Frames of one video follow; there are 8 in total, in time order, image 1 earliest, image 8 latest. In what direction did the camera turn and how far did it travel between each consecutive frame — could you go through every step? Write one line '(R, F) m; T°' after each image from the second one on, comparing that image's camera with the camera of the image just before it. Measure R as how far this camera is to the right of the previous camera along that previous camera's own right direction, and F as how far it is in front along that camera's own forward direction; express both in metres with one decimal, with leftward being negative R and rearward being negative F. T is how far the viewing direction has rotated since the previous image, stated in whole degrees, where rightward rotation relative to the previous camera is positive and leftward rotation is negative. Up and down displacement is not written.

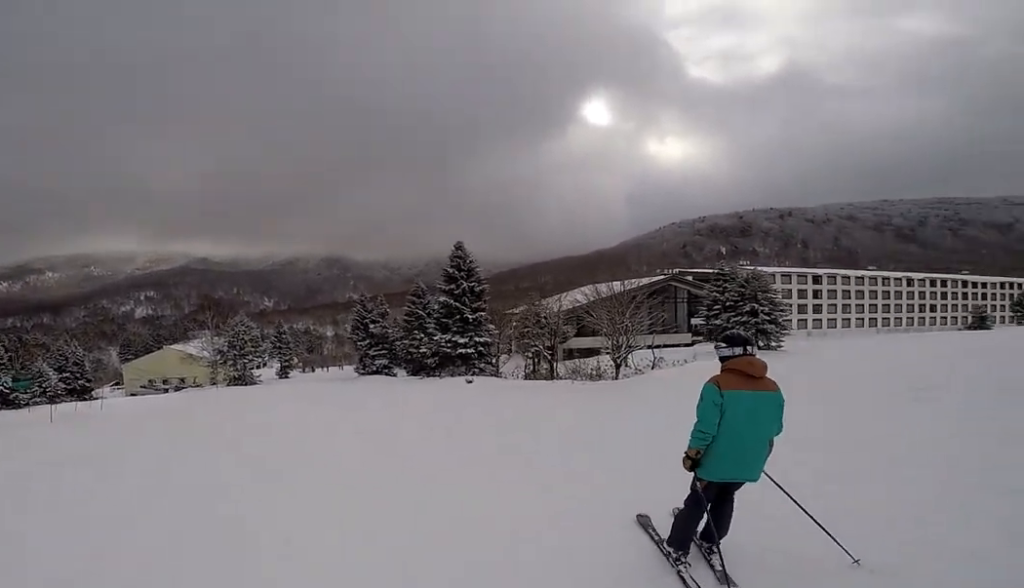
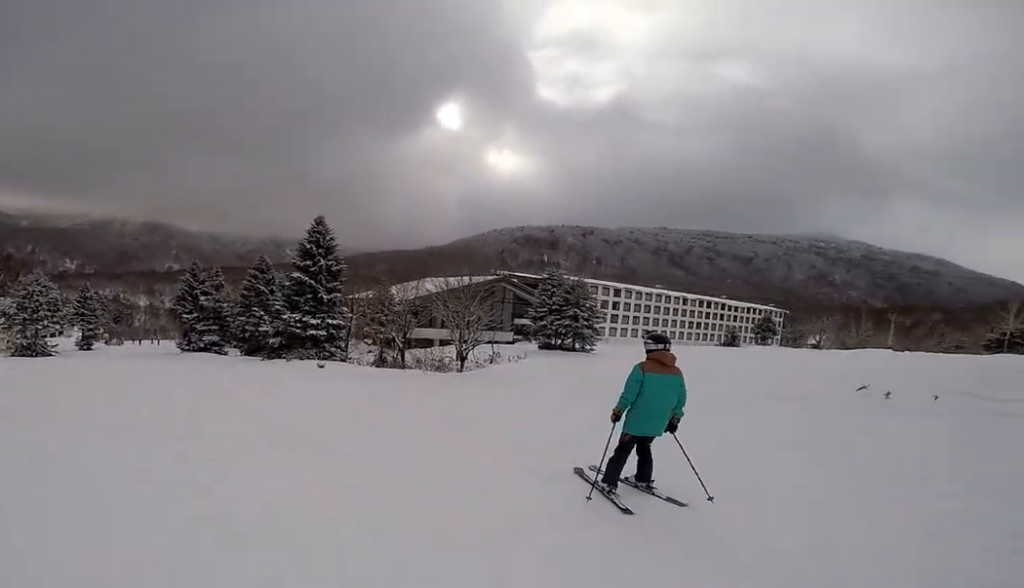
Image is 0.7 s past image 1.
(-1.3, +2.9) m; +14°
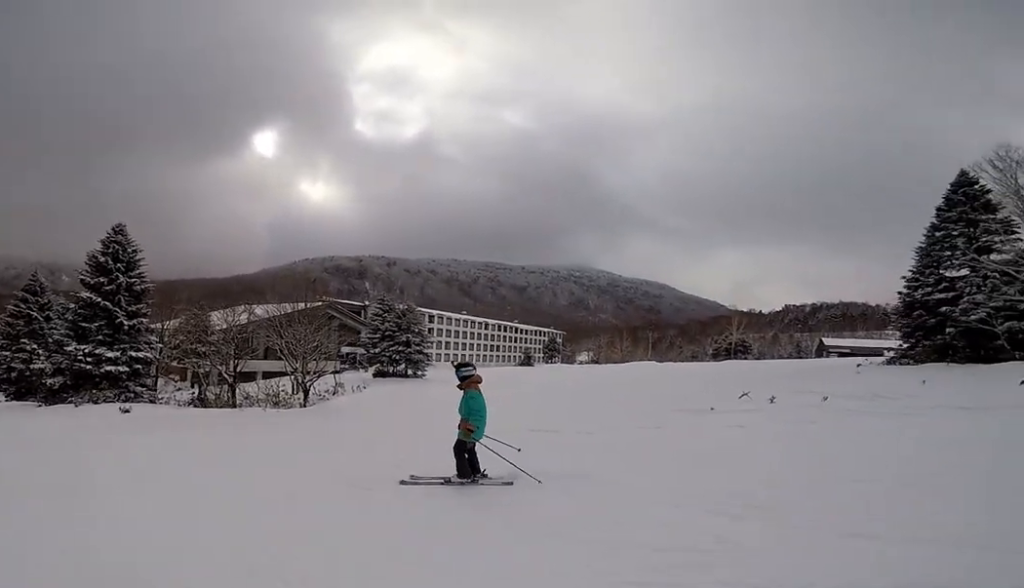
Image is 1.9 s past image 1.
(+2.5, +3.2) m; +49°
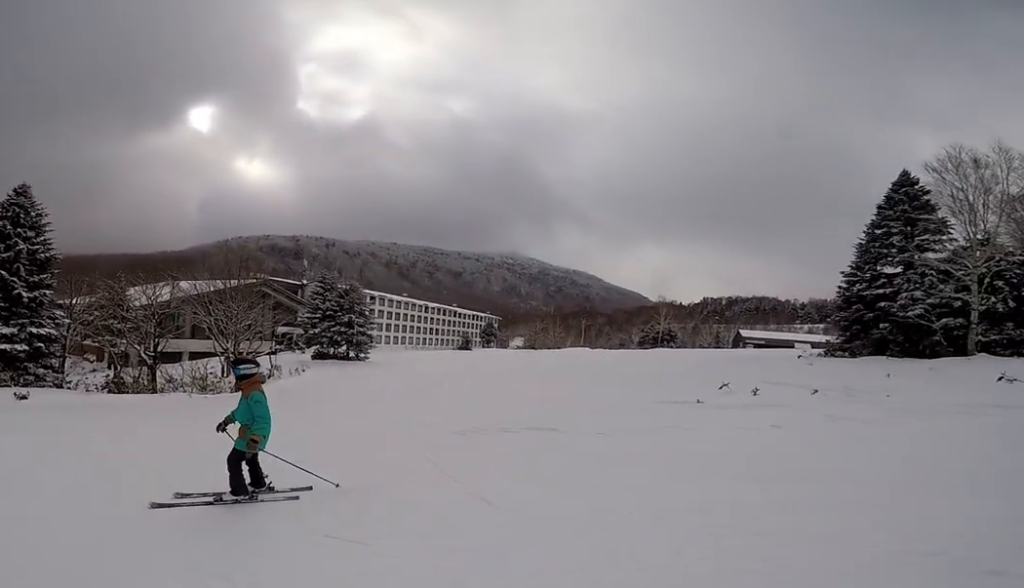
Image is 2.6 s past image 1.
(+0.2, +3.0) m; -7°
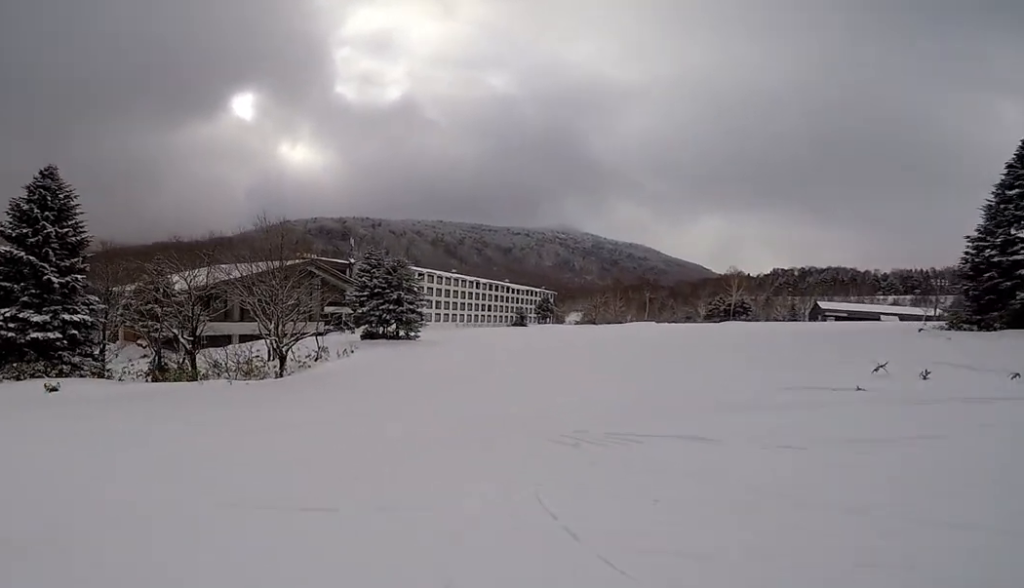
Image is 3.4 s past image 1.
(-0.4, +3.3) m; -7°
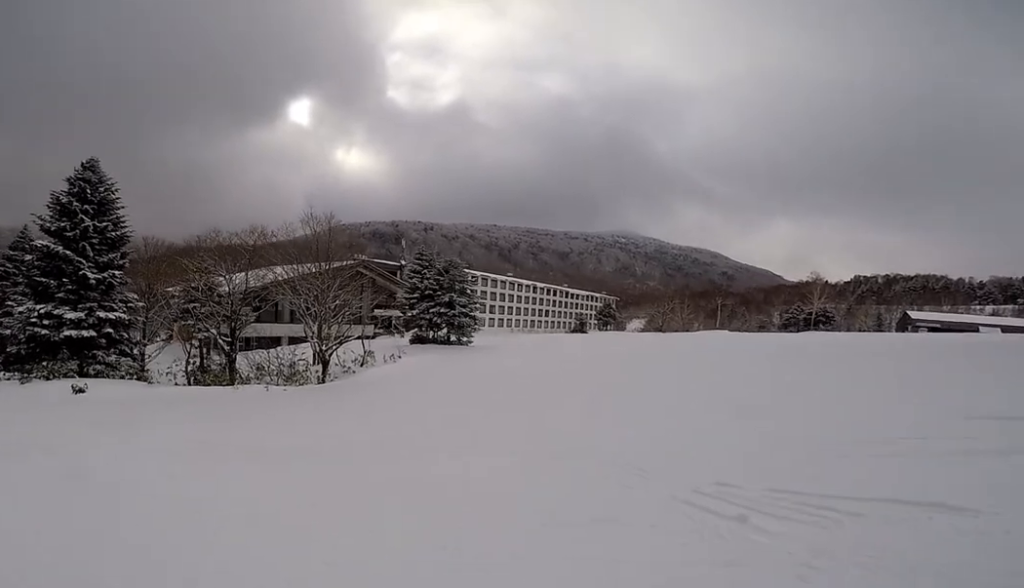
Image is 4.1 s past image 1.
(-0.4, +2.8) m; -3°
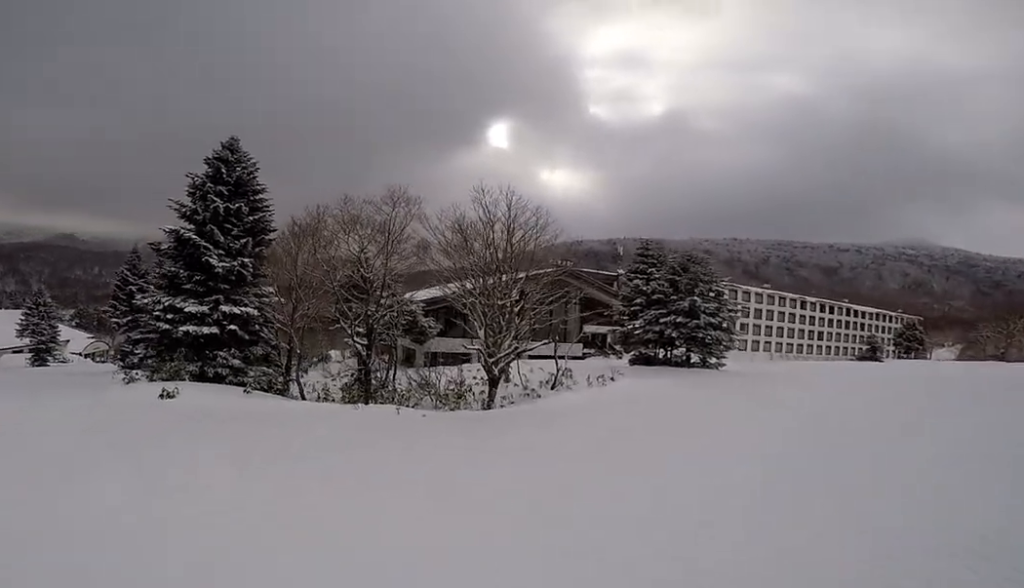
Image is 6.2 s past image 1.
(-0.9, +6.3) m; -43°
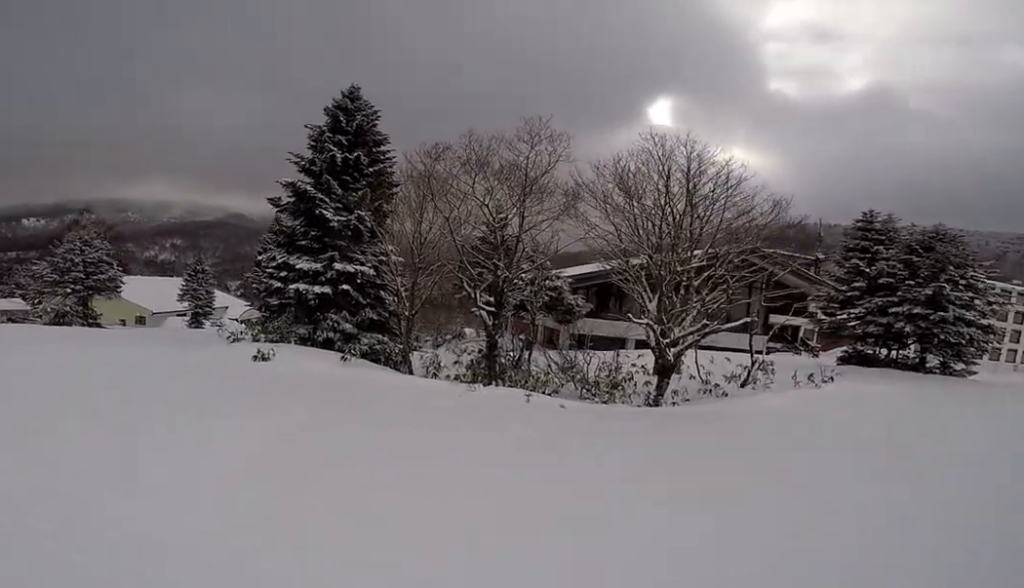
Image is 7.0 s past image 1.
(-0.6, +2.0) m; -21°
